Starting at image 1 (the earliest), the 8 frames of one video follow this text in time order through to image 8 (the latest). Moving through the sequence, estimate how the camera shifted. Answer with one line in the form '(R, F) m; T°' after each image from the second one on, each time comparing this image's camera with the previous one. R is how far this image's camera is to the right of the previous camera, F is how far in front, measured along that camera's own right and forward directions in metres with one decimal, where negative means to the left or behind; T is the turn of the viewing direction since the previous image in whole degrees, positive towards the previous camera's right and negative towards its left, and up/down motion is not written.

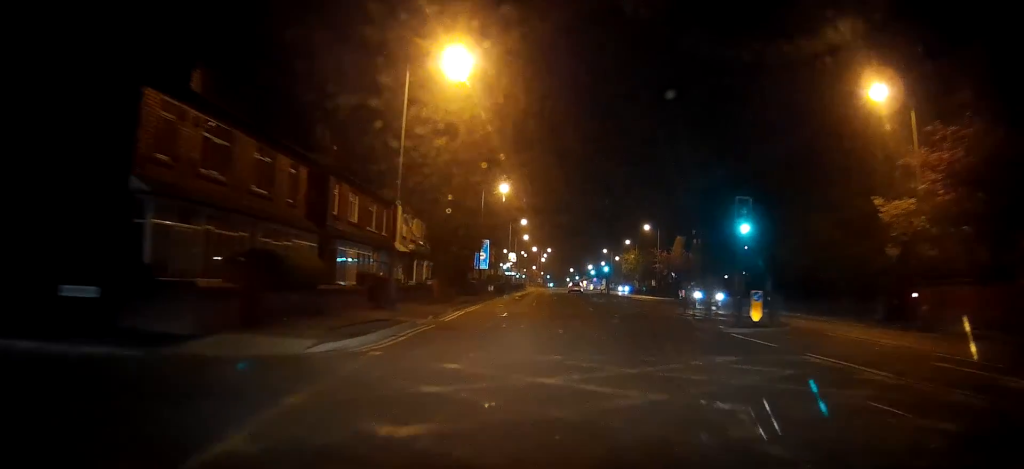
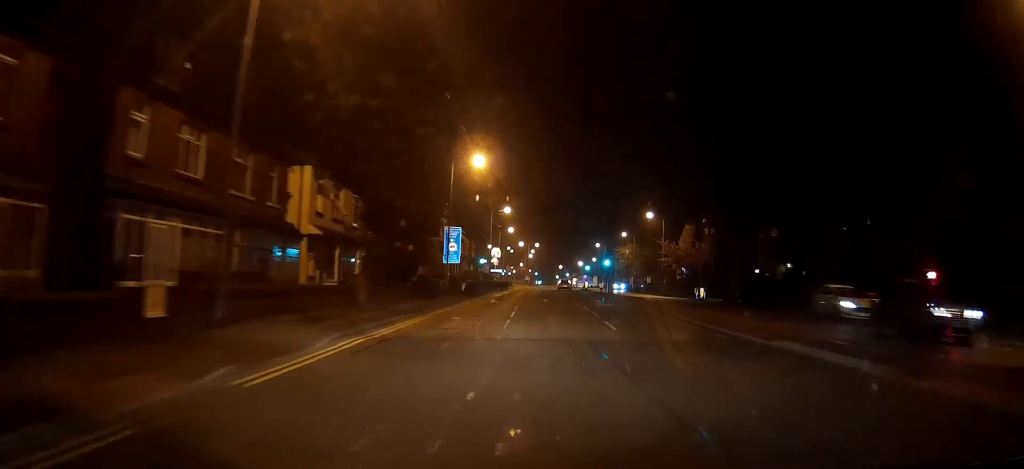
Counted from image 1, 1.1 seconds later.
(+0.2, +15.2) m; +1°
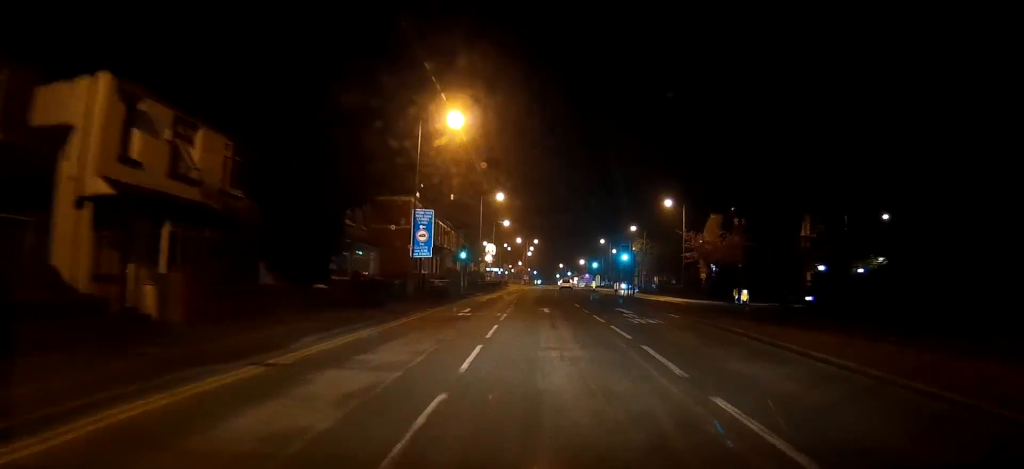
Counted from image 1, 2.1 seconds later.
(0.0, +14.8) m; 0°
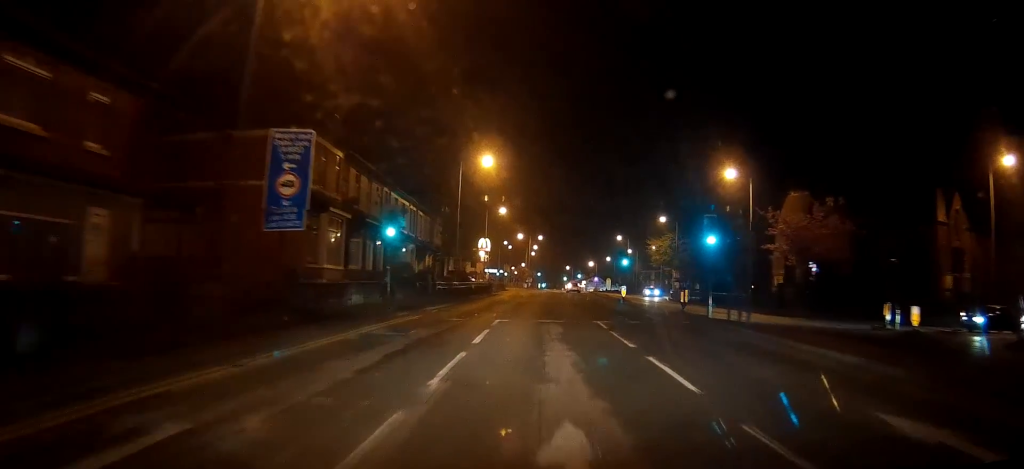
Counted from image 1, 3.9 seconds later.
(-0.1, +25.7) m; 0°
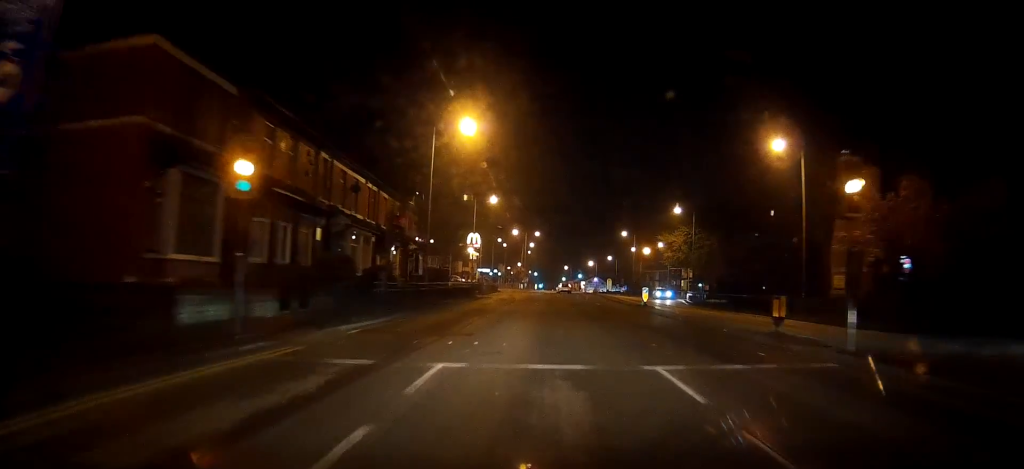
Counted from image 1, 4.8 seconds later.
(0.0, +12.8) m; 0°
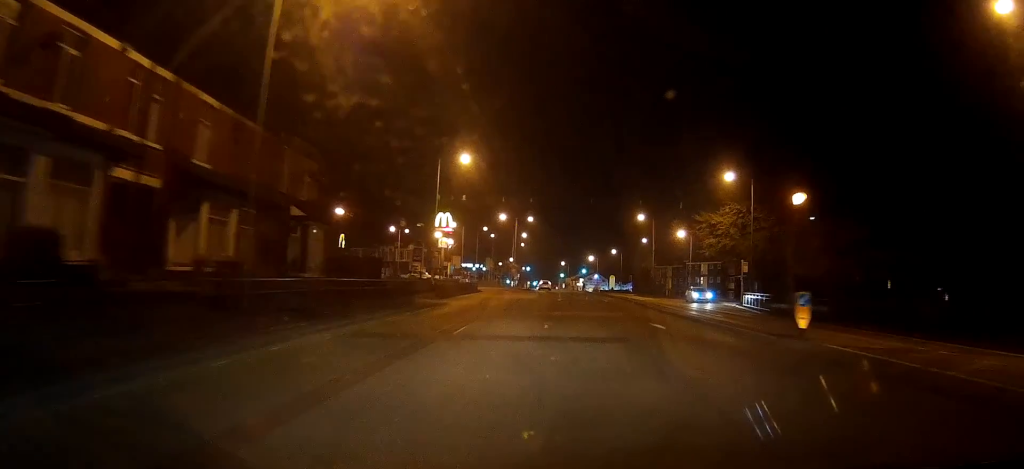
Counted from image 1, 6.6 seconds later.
(0.0, +26.1) m; 0°
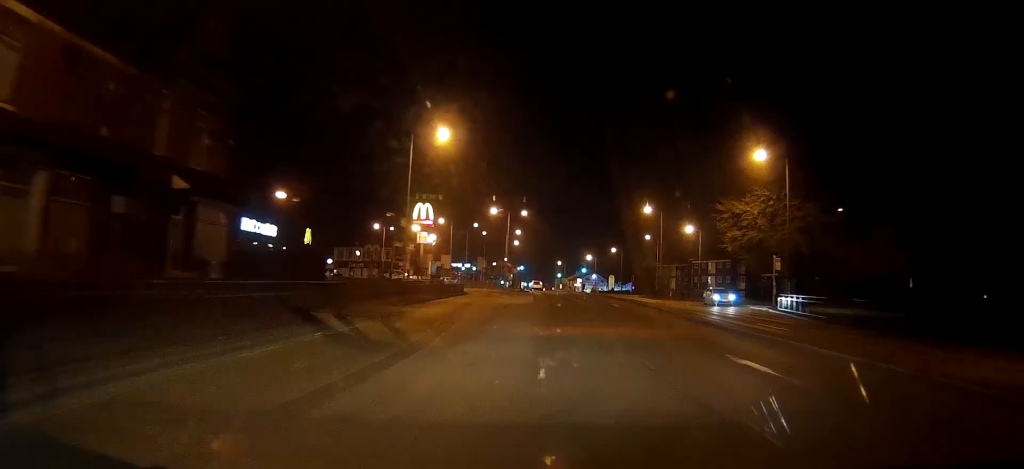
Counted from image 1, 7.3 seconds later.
(+0.1, +10.0) m; +1°
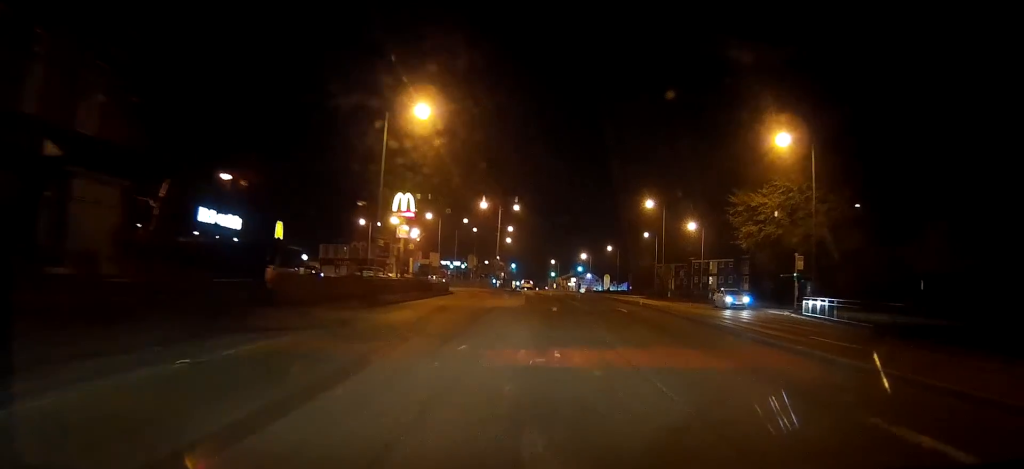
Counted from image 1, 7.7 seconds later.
(0.0, +6.2) m; +1°
